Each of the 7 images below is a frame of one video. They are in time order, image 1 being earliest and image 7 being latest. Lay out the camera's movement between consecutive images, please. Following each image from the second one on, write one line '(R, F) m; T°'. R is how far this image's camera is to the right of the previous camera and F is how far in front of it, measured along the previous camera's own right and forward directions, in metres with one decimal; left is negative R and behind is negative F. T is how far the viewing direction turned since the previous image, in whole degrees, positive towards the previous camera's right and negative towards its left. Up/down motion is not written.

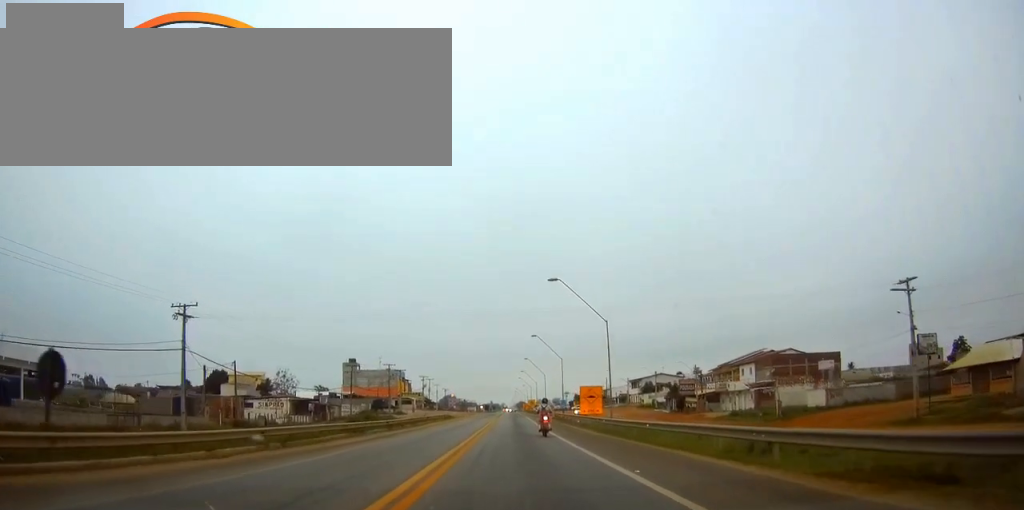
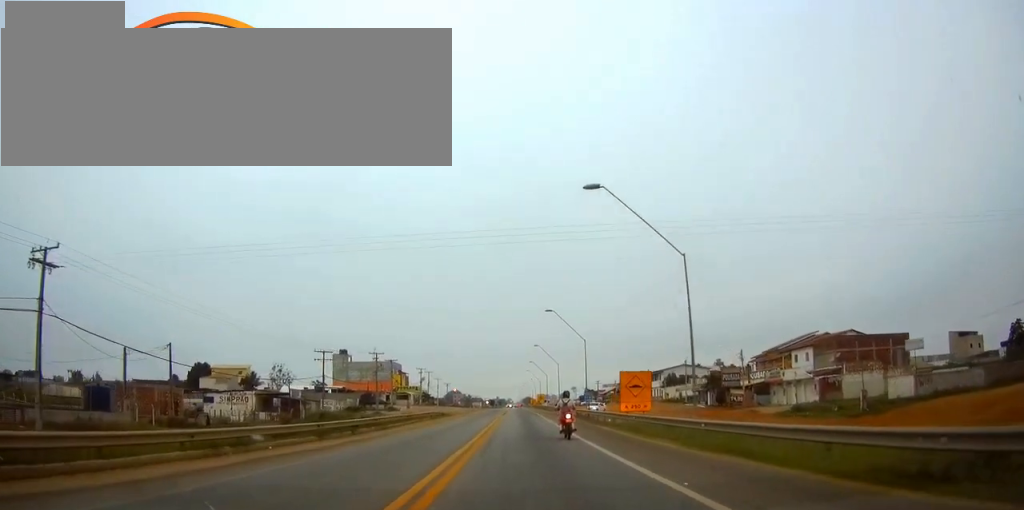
(0.0, +18.2) m; 0°
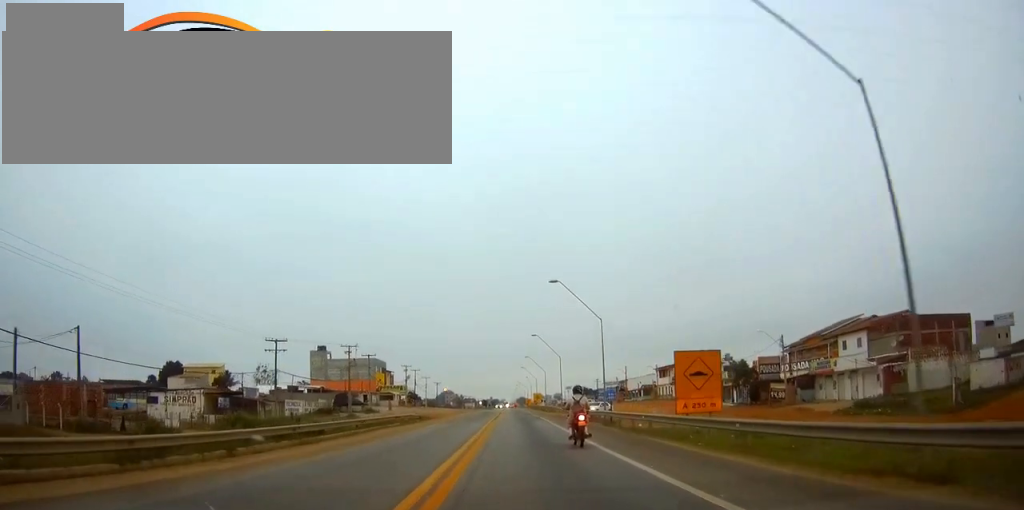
(0.0, +14.5) m; 0°
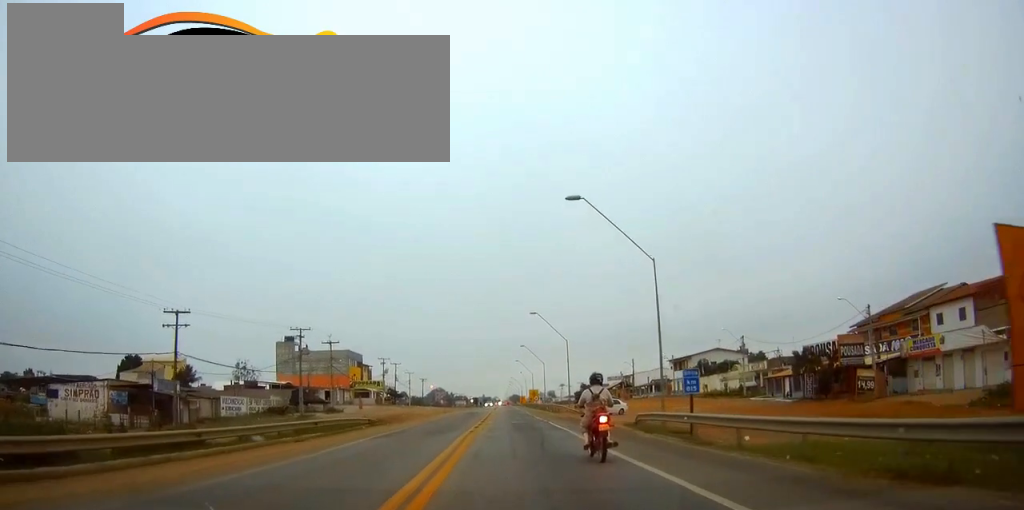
(+0.2, +18.6) m; +1°
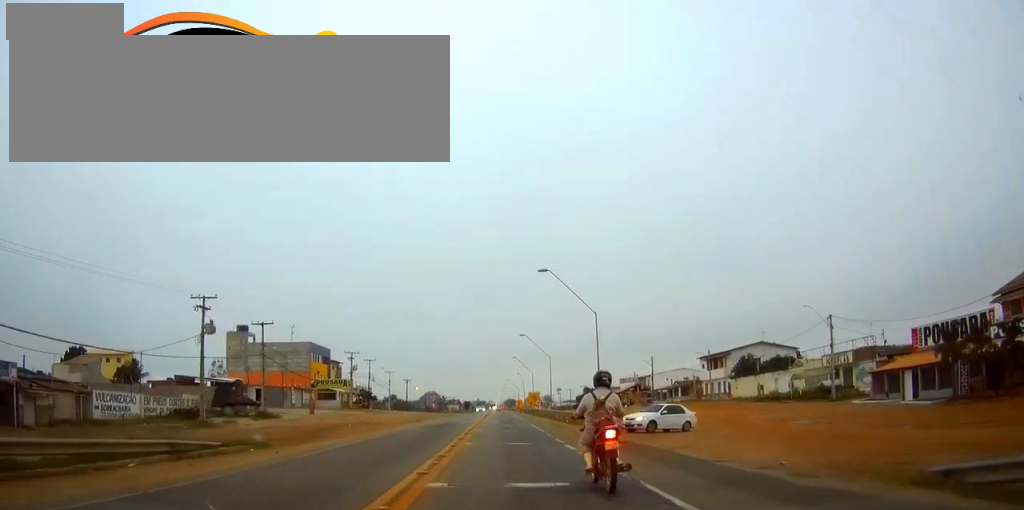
(+0.2, +24.9) m; 0°
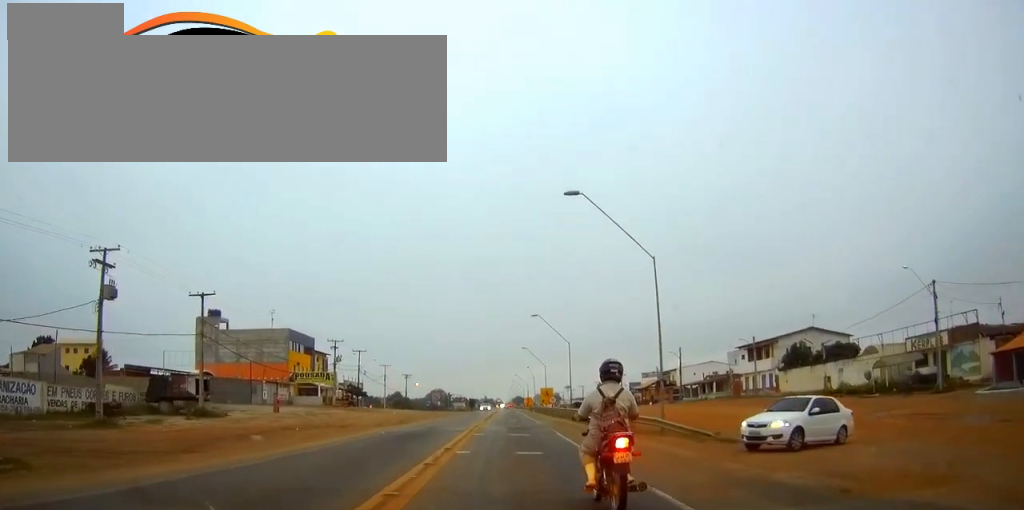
(-0.1, +15.6) m; -1°
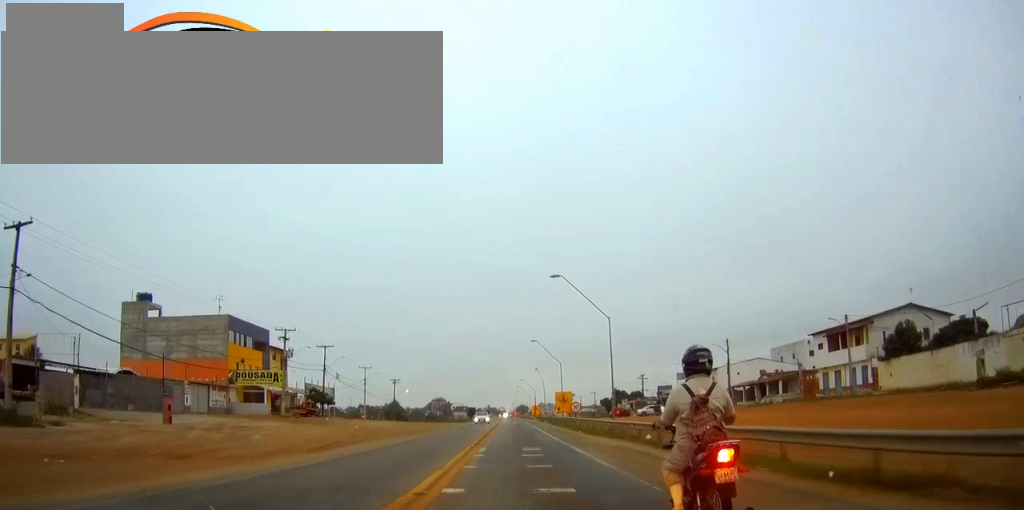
(-0.2, +24.1) m; 0°
